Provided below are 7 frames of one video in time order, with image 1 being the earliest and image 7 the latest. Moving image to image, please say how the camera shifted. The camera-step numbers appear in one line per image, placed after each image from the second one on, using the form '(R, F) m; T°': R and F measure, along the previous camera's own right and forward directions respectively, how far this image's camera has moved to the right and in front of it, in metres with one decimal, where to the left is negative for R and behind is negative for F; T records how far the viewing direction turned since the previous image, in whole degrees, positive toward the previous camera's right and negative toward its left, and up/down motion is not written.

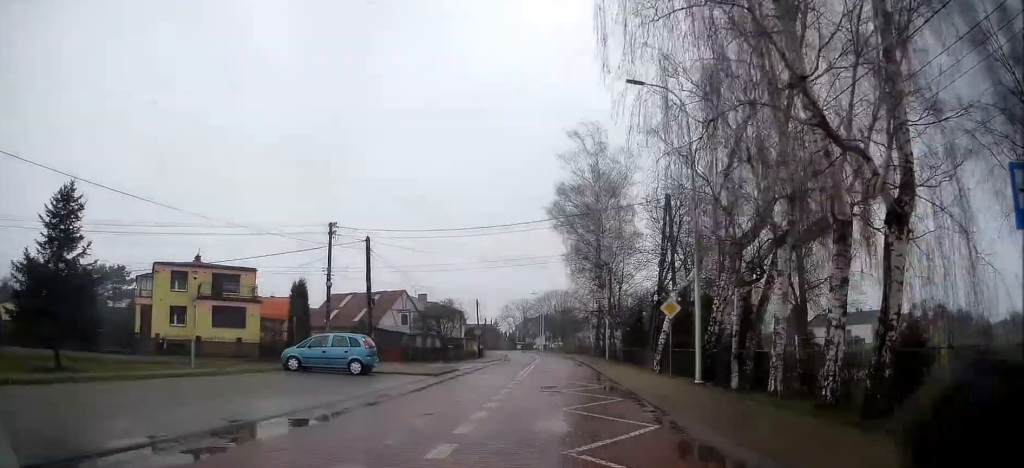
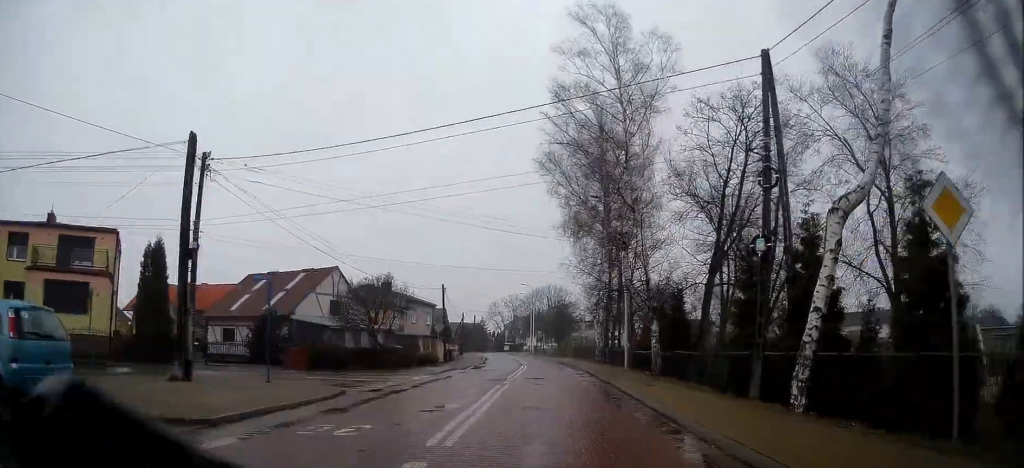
(-0.6, +17.0) m; -1°
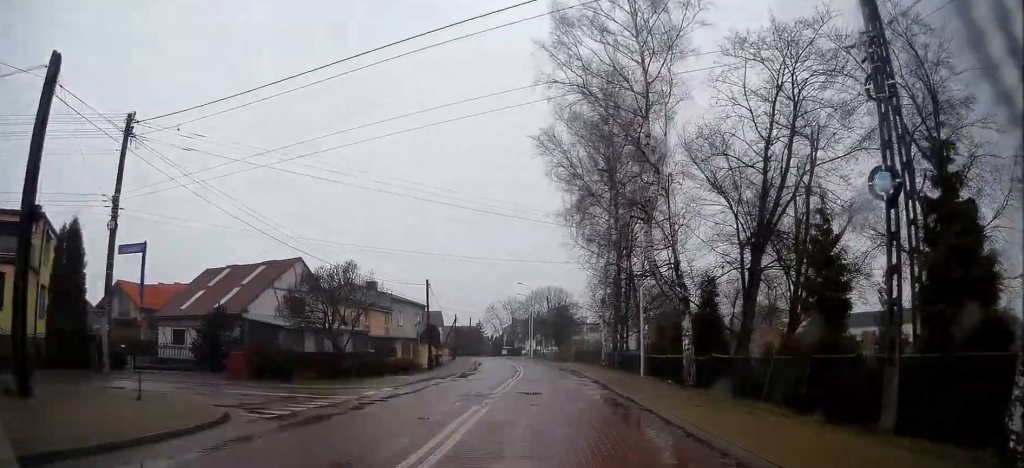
(+0.2, +6.2) m; +1°
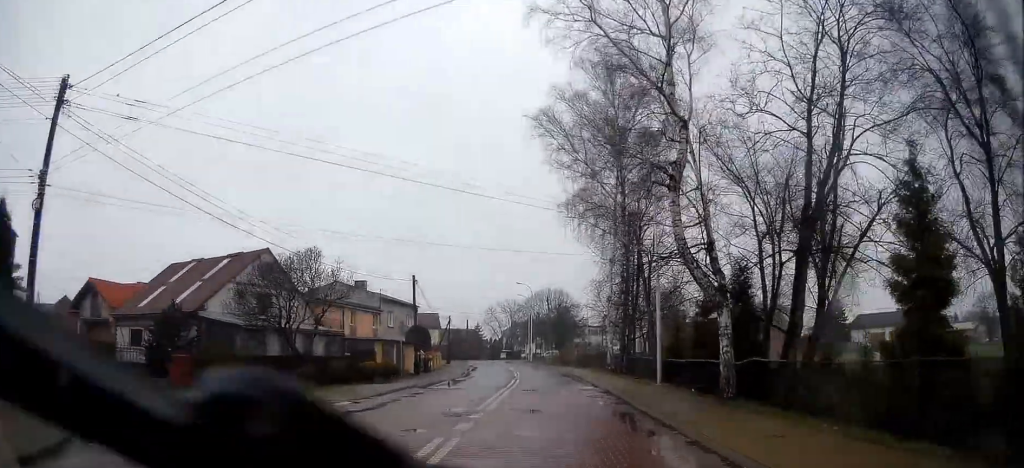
(+0.1, +4.3) m; 0°
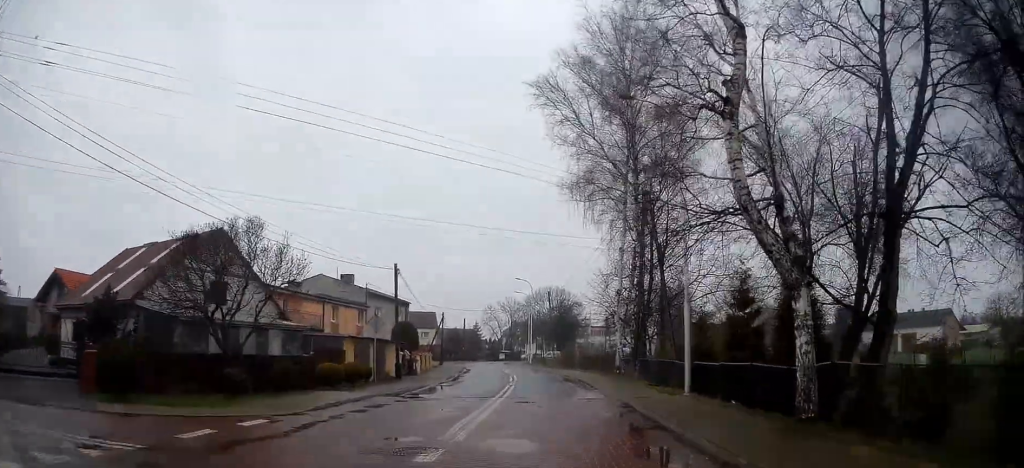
(-0.2, +4.9) m; -2°
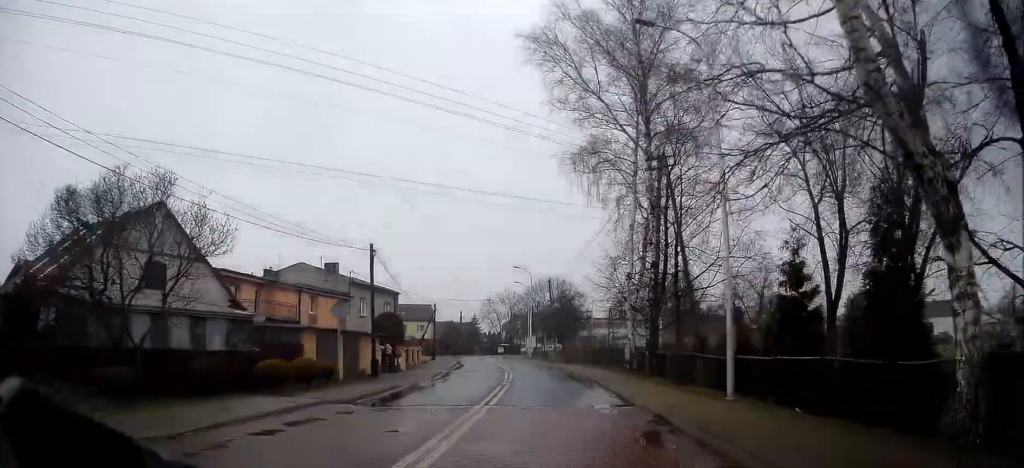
(-0.1, +4.7) m; -1°
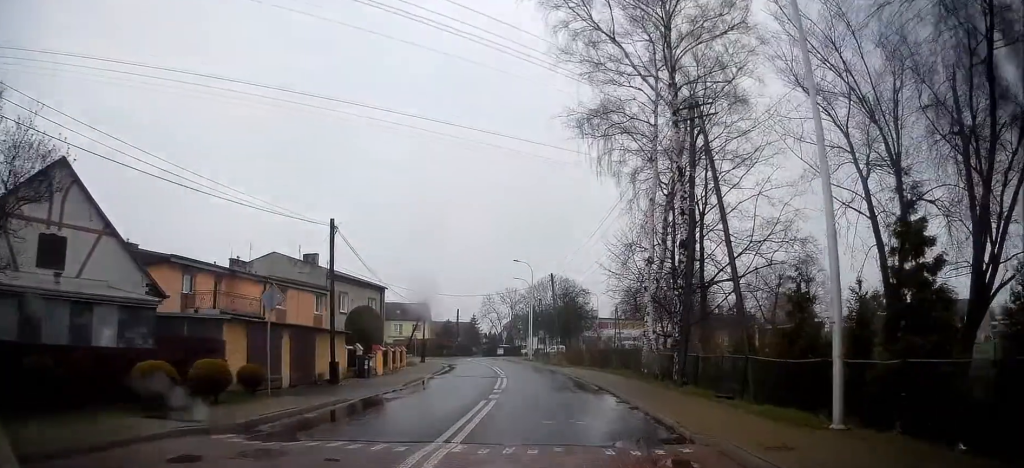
(-0.1, +5.8) m; +1°
